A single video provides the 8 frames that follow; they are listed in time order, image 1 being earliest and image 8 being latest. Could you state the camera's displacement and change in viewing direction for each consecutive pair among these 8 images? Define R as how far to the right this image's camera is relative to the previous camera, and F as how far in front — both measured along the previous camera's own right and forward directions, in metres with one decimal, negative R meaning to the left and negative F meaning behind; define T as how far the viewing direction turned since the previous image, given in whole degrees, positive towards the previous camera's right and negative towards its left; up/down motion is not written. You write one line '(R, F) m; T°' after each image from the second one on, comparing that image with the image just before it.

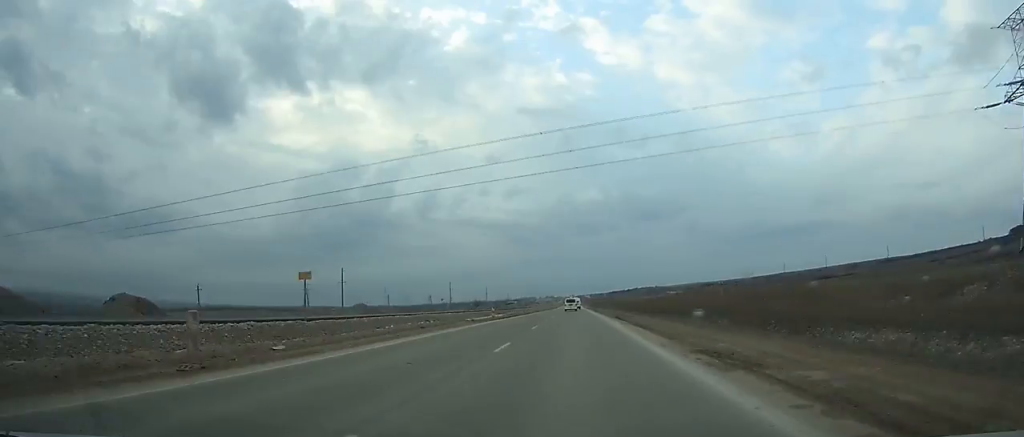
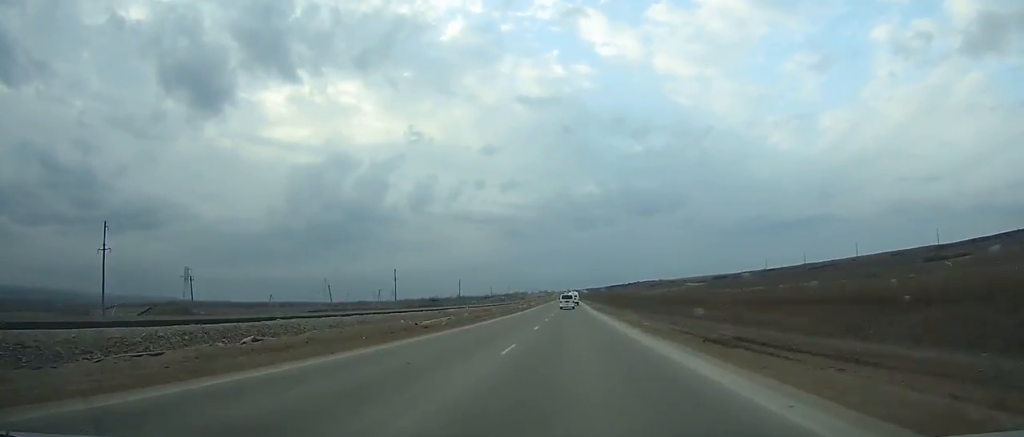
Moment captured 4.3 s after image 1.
(+0.3, +118.4) m; 0°
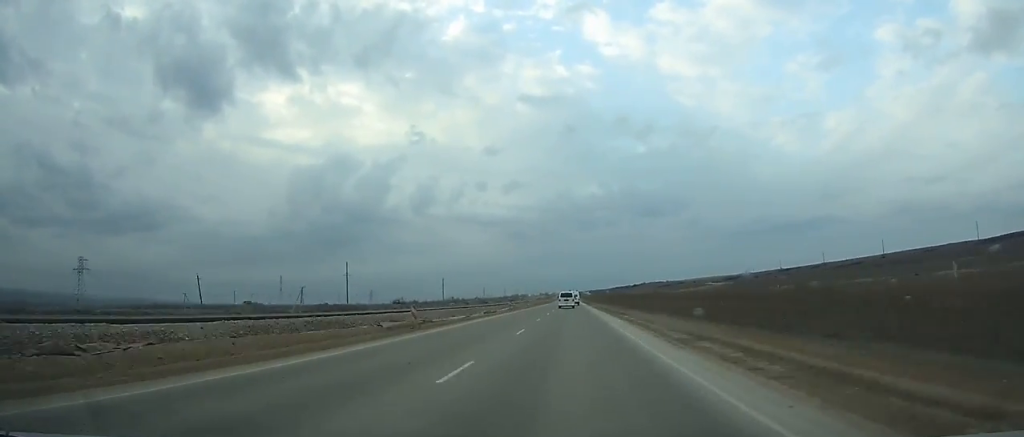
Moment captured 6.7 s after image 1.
(-0.1, +64.9) m; 0°
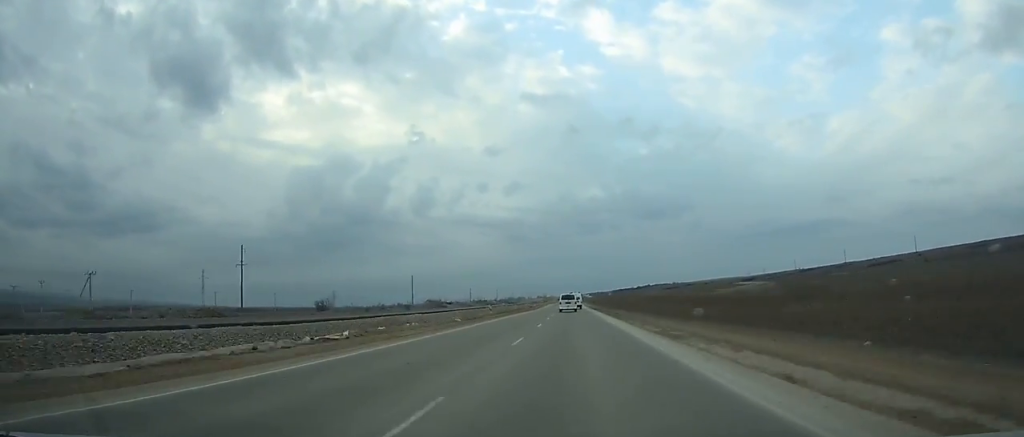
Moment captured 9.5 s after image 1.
(-0.1, +74.5) m; 0°
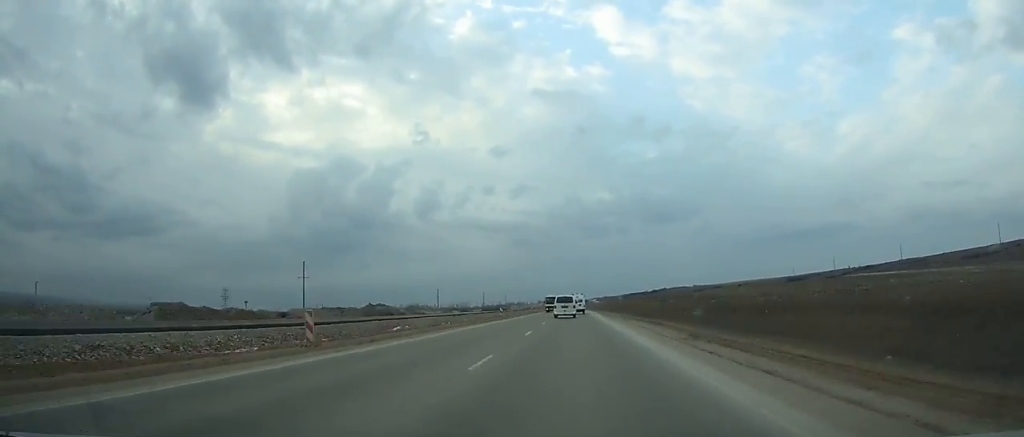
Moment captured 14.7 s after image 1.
(-0.2, +132.6) m; 0°
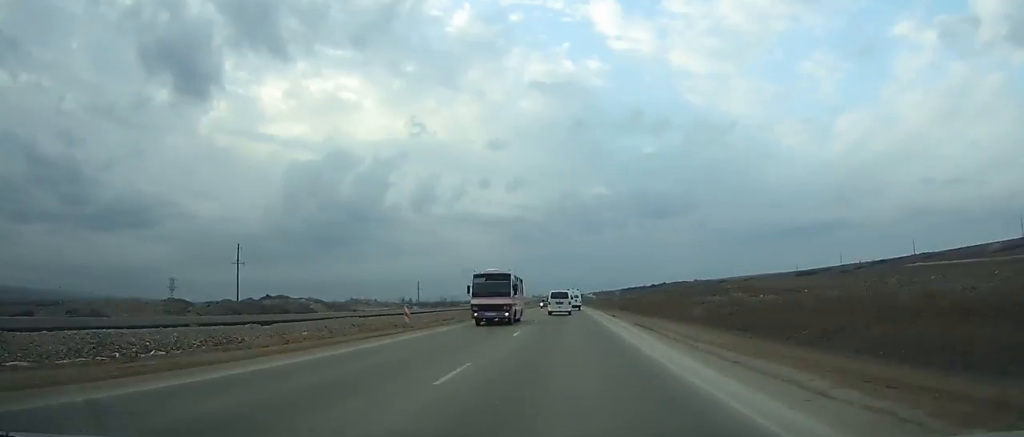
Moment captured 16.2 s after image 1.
(-0.1, +37.0) m; 0°
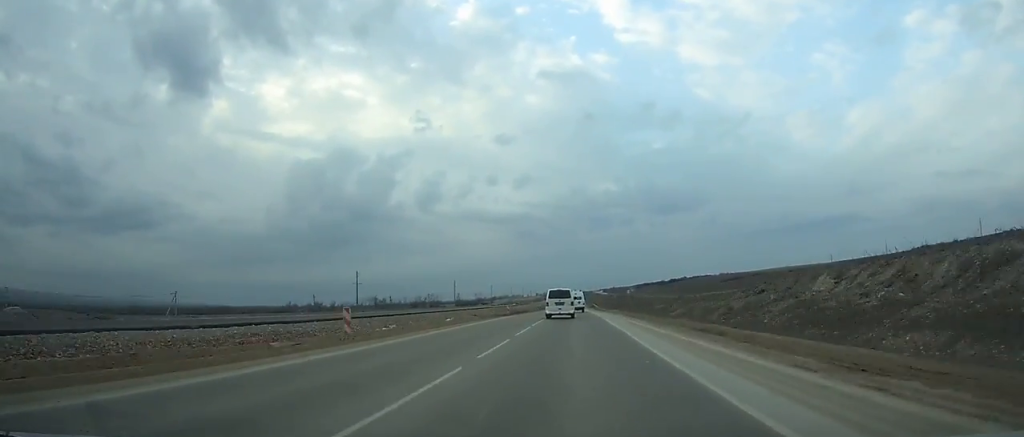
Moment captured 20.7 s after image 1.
(+0.2, +105.4) m; 0°
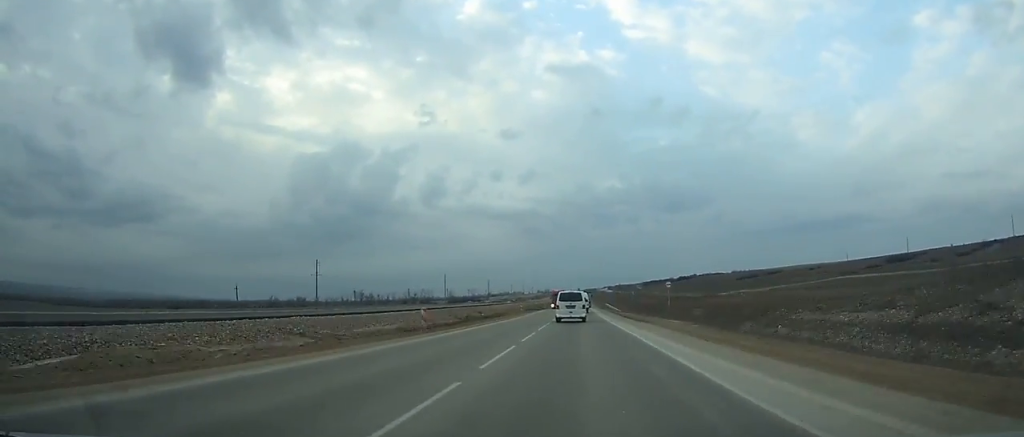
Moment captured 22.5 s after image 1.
(-0.1, +41.1) m; 0°
